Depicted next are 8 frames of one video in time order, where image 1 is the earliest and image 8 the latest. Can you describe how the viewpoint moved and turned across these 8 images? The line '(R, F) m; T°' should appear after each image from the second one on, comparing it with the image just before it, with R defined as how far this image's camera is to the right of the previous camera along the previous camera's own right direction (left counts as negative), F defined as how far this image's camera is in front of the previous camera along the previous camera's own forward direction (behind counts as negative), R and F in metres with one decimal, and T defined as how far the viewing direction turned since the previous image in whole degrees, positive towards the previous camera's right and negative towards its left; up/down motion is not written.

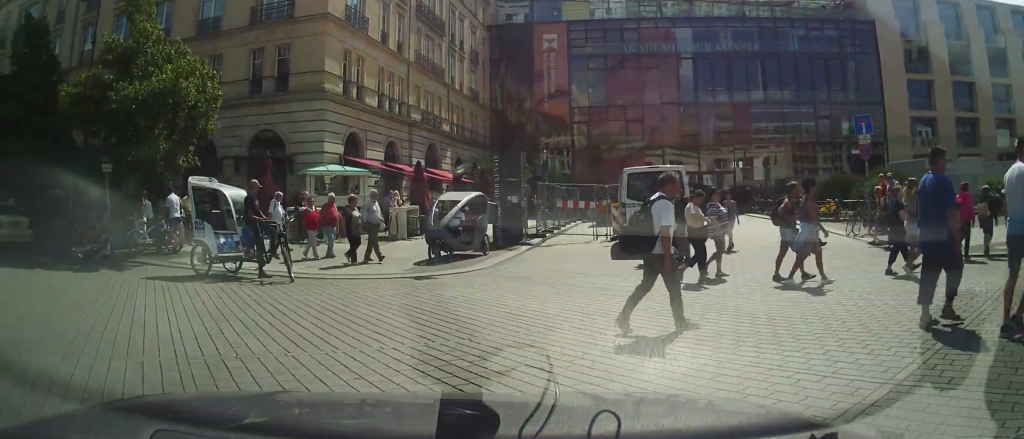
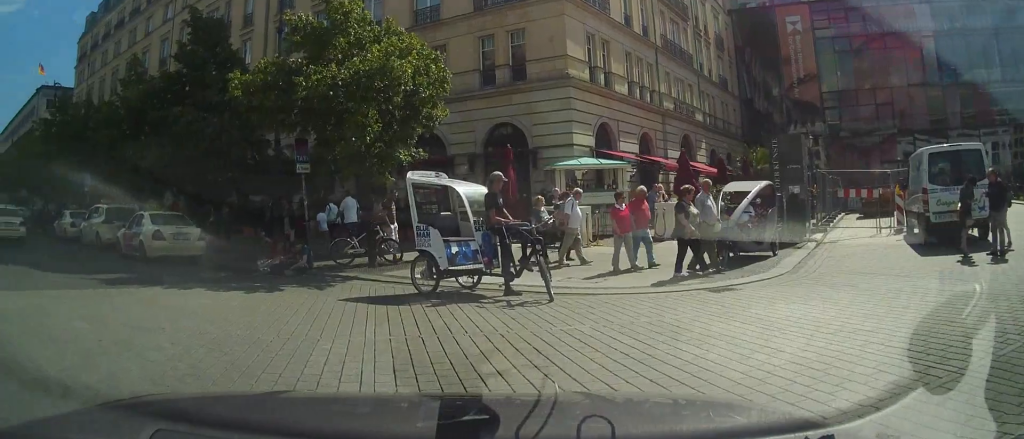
(-0.5, +2.6) m; -15°
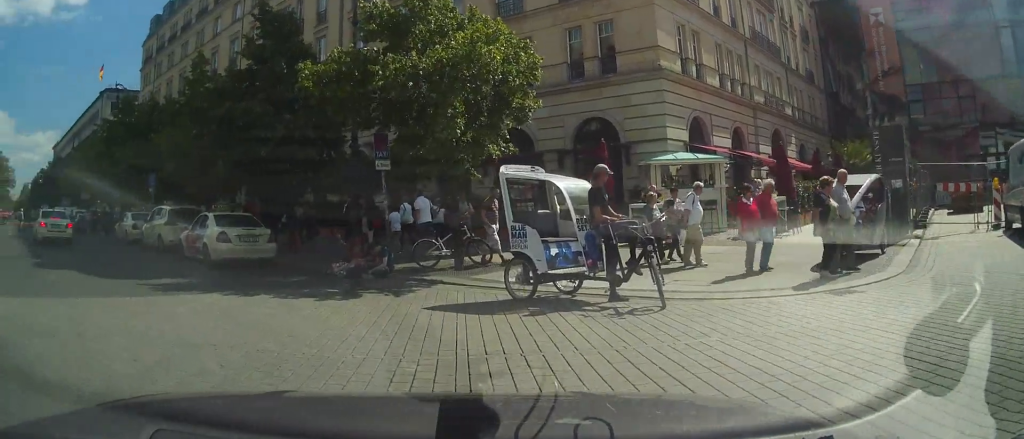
(+0.2, +0.9) m; -7°
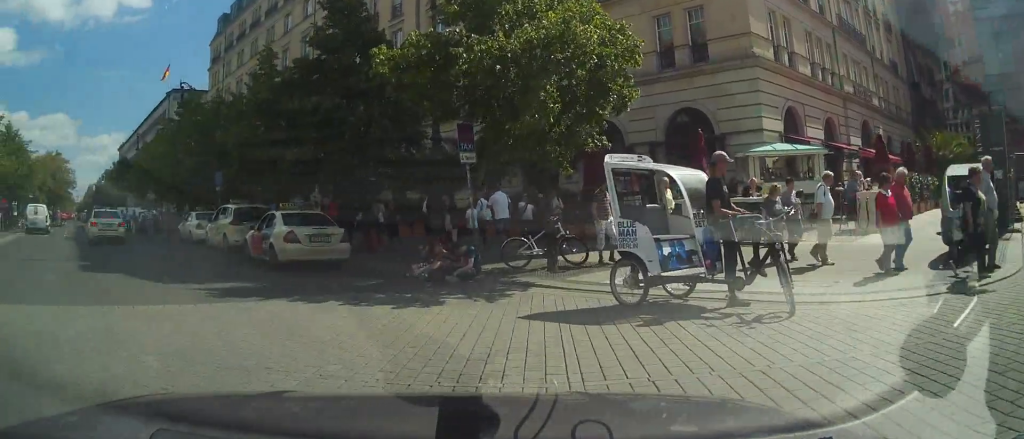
(-0.1, +0.9) m; -9°
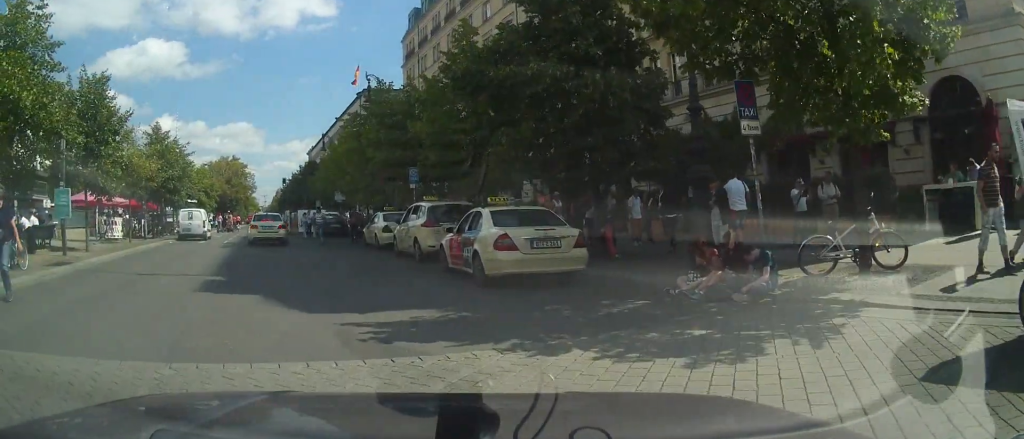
(-0.9, +3.3) m; -20°
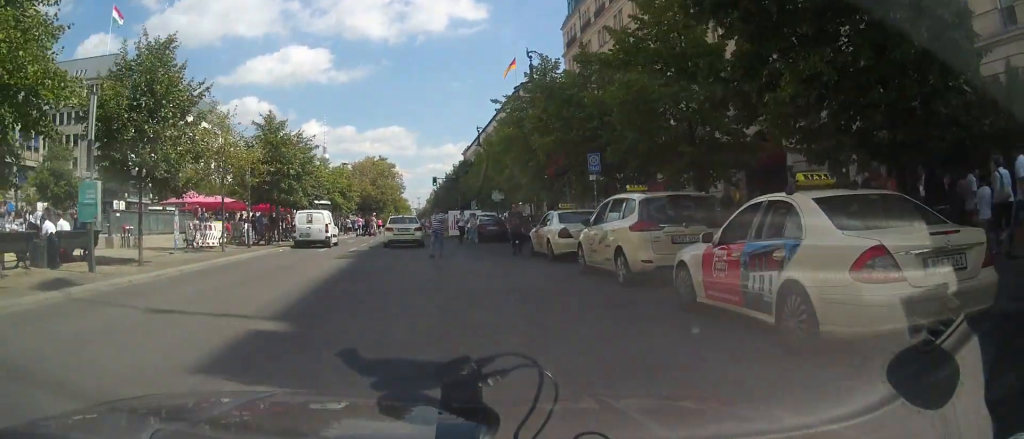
(-0.6, +5.6) m; -9°
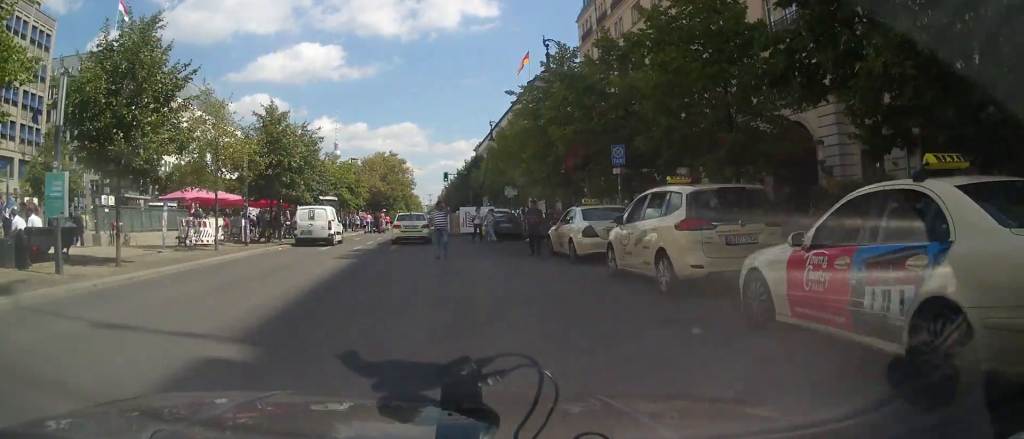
(0.0, +1.7) m; 0°
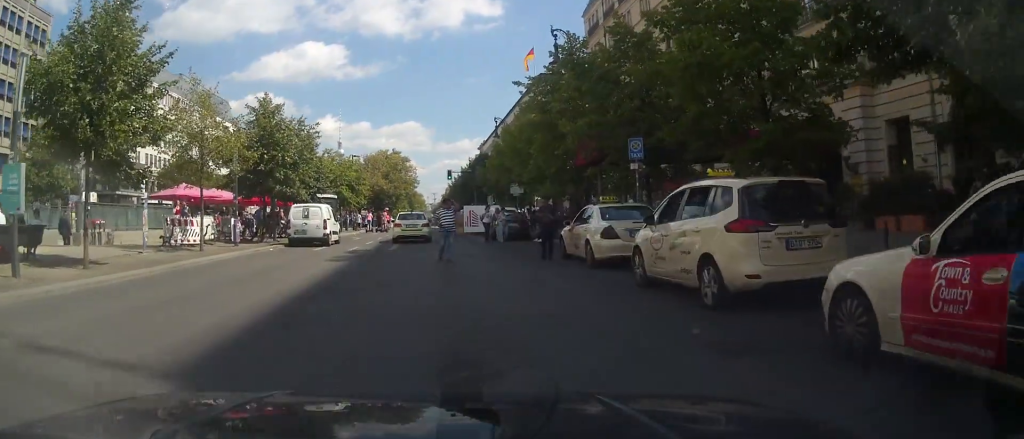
(0.0, +1.7) m; 0°
